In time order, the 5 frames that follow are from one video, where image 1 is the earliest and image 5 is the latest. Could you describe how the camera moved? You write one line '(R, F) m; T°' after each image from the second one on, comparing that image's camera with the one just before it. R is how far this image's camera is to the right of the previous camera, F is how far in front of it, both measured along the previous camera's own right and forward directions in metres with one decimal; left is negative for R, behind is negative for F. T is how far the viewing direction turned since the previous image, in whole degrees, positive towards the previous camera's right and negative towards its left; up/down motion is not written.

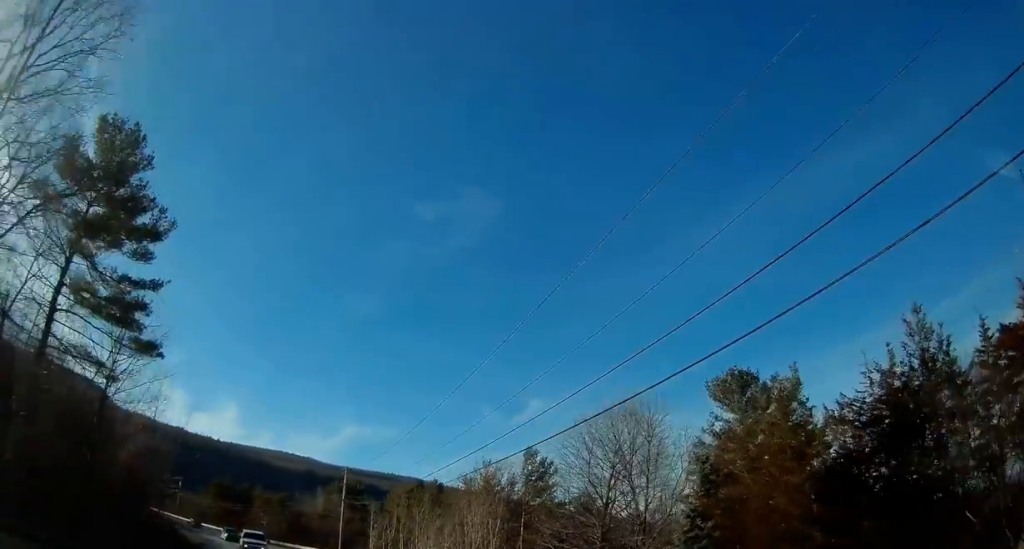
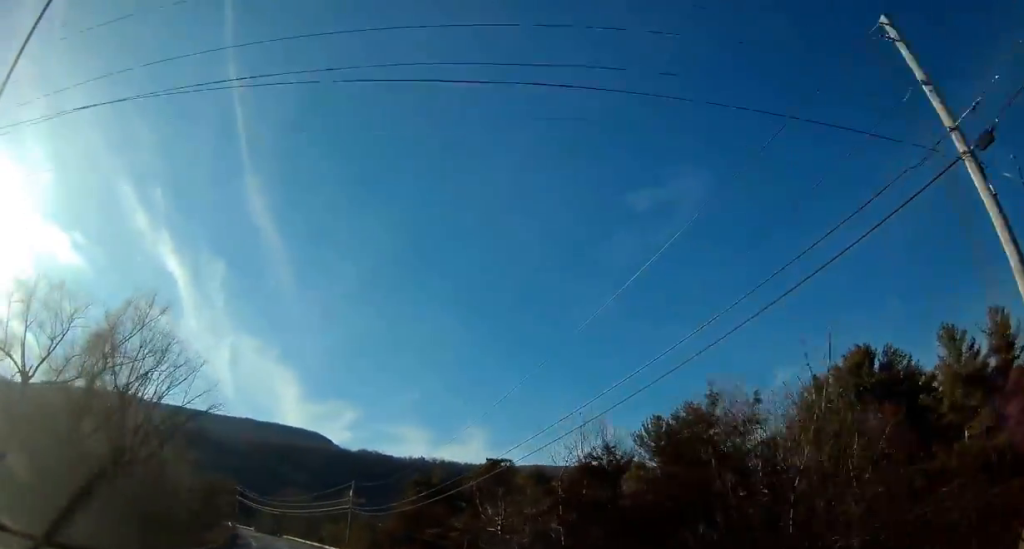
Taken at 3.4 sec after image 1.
(-12.2, +62.9) m; -23°
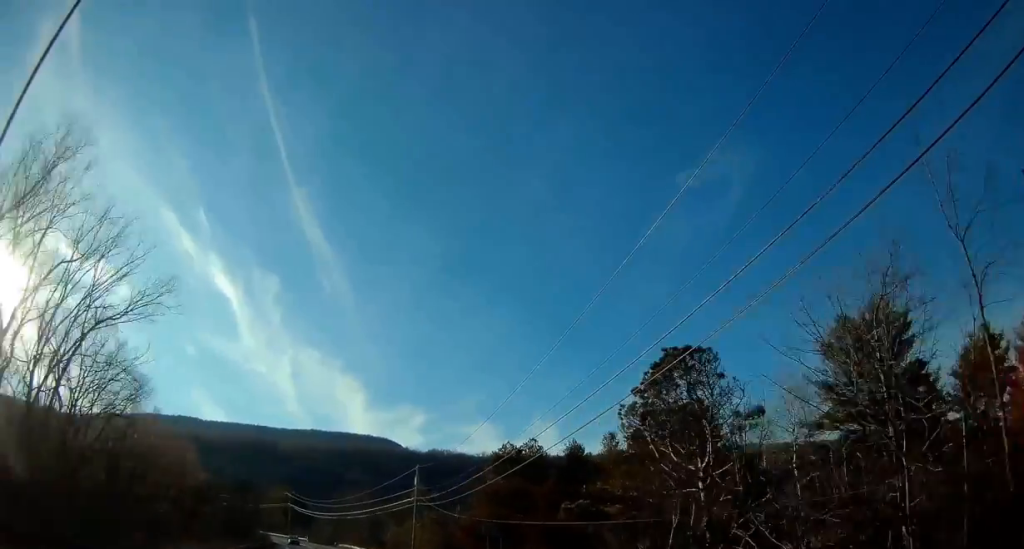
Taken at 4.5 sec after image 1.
(-1.3, +20.6) m; -7°
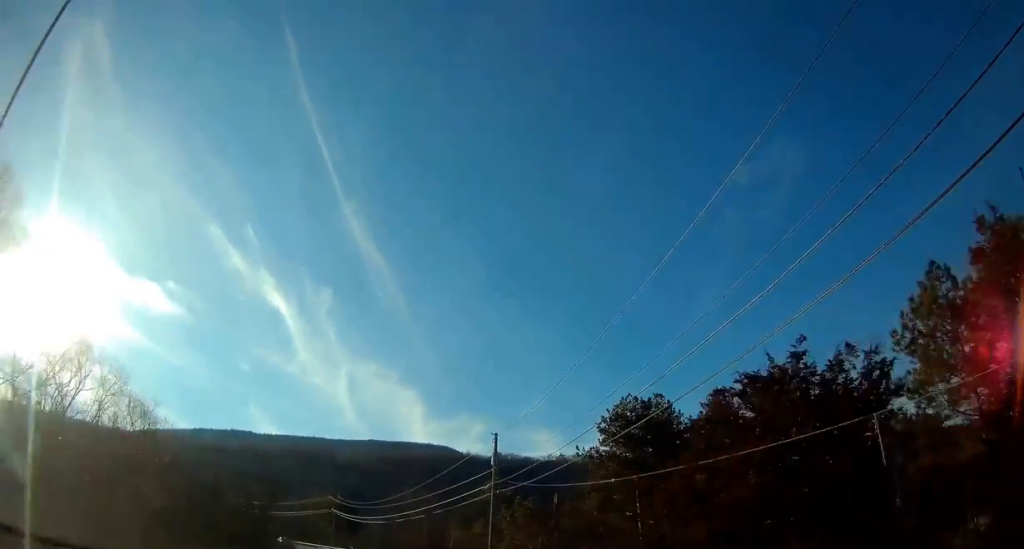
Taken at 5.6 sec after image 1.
(-1.2, +21.3) m; -6°
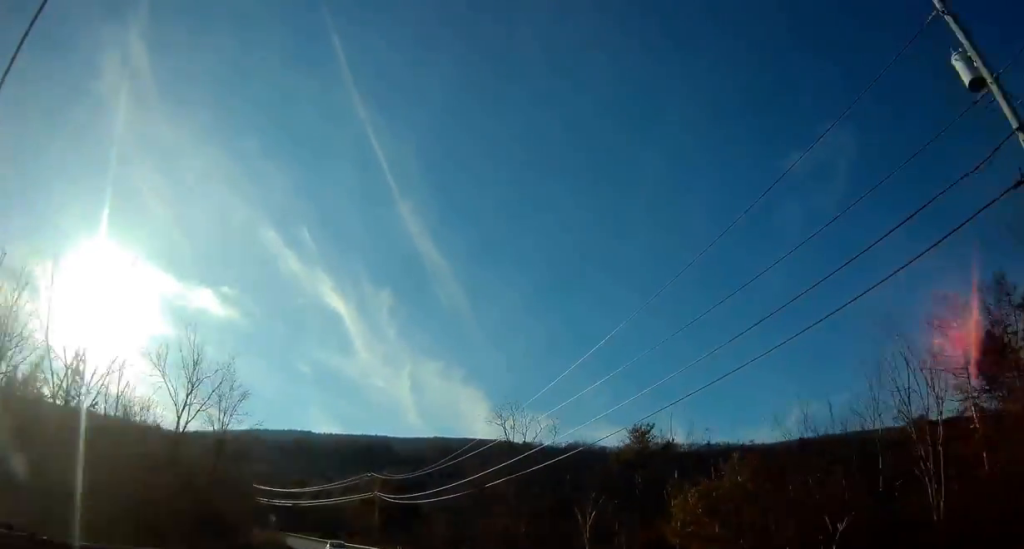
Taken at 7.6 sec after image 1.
(-3.9, +39.6) m; -9°
